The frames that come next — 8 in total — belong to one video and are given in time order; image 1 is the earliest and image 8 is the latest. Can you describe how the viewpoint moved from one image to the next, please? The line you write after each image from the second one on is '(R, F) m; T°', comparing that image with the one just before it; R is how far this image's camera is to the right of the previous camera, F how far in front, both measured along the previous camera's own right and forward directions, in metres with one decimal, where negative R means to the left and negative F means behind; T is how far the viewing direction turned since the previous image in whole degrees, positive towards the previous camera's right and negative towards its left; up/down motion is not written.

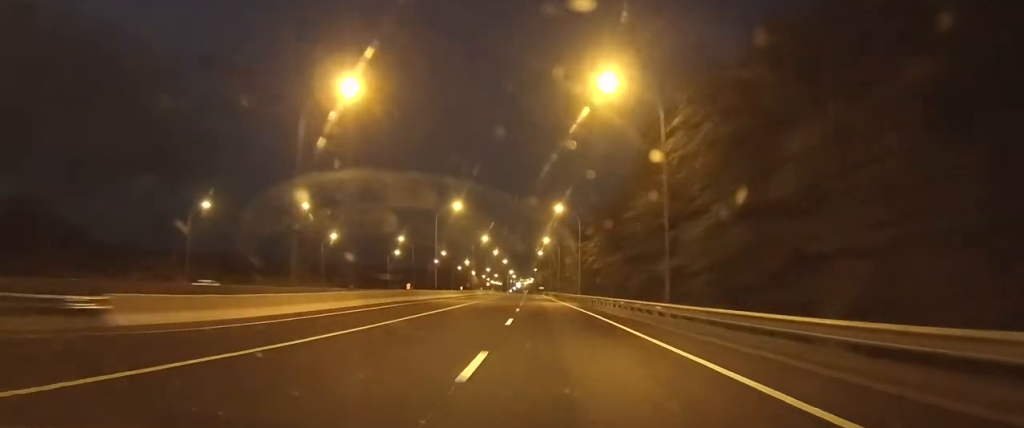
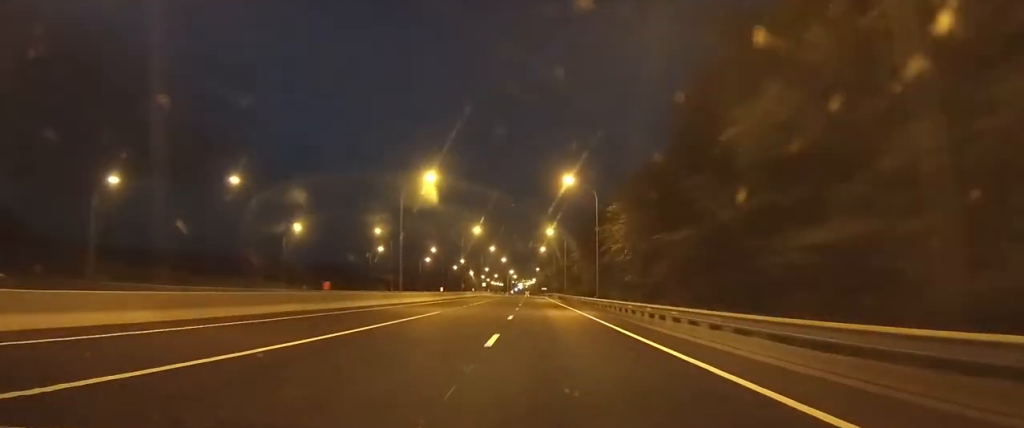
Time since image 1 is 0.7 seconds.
(-0.1, +16.5) m; 0°
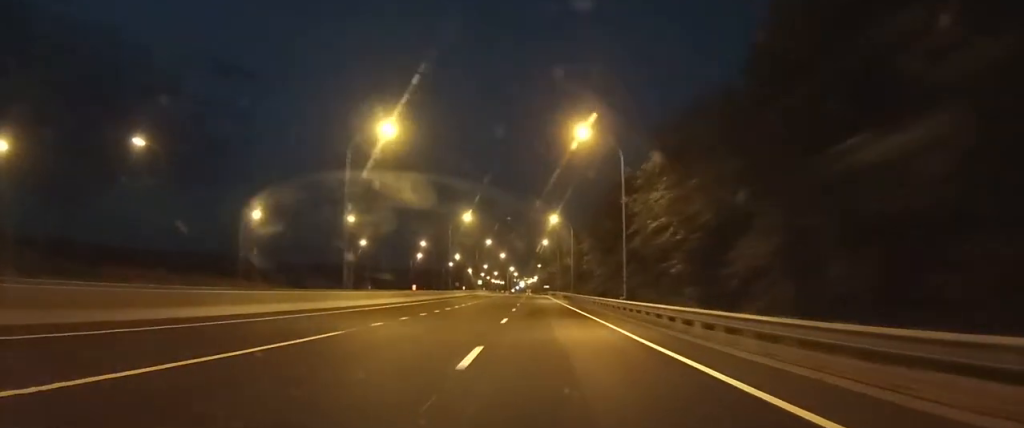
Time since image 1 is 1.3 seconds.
(0.0, +14.1) m; 0°
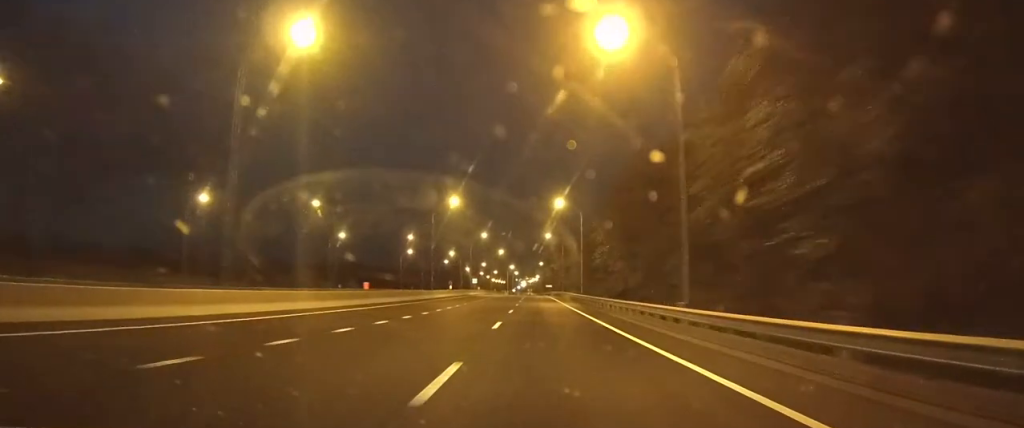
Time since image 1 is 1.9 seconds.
(0.0, +13.9) m; 0°
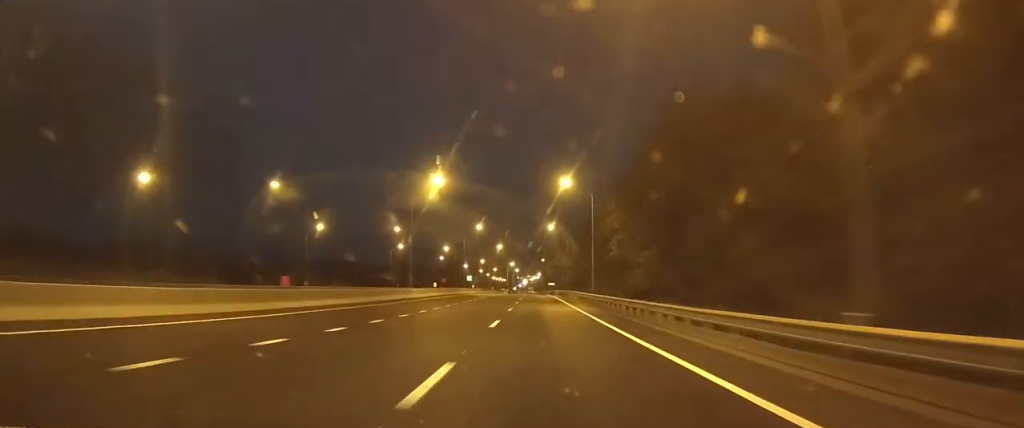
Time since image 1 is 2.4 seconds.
(0.0, +13.2) m; 0°
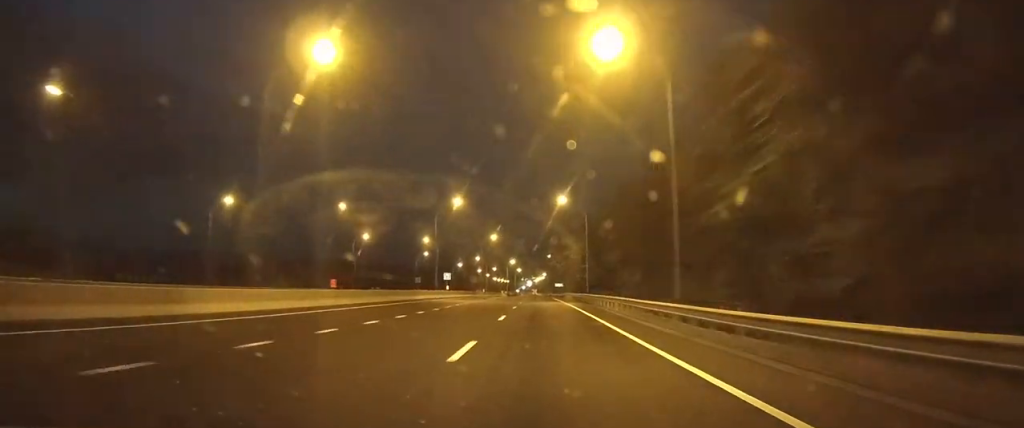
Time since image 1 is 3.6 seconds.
(-0.1, +36.1) m; -1°
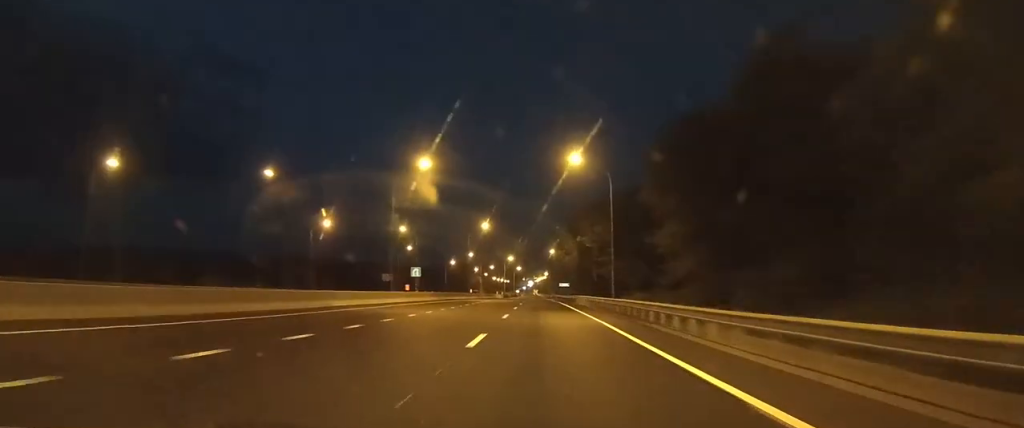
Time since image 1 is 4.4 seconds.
(-0.1, +23.8) m; 0°
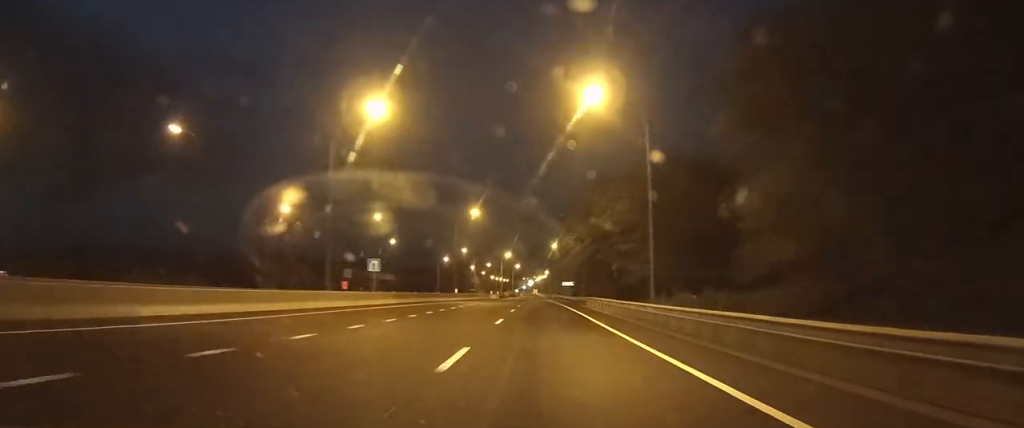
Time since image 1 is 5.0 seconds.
(0.0, +16.7) m; 0°
